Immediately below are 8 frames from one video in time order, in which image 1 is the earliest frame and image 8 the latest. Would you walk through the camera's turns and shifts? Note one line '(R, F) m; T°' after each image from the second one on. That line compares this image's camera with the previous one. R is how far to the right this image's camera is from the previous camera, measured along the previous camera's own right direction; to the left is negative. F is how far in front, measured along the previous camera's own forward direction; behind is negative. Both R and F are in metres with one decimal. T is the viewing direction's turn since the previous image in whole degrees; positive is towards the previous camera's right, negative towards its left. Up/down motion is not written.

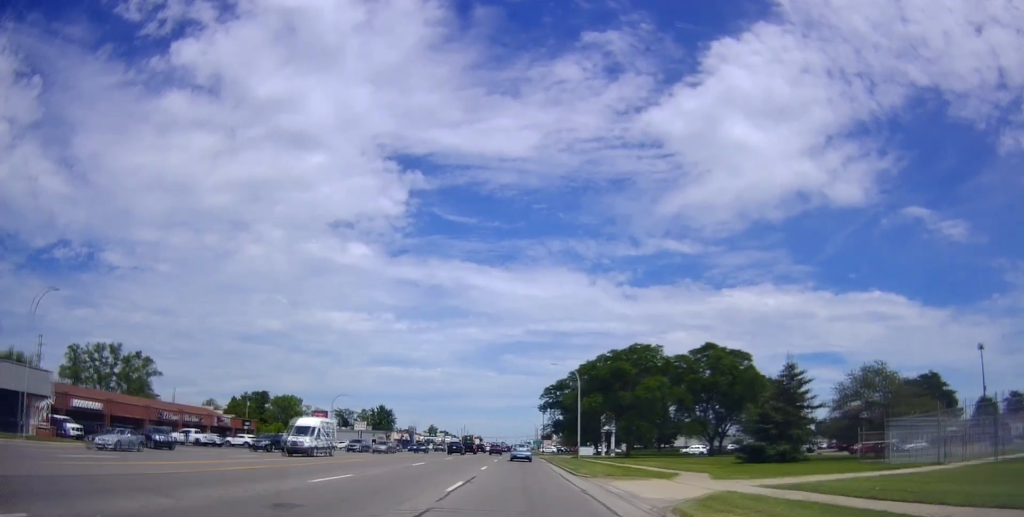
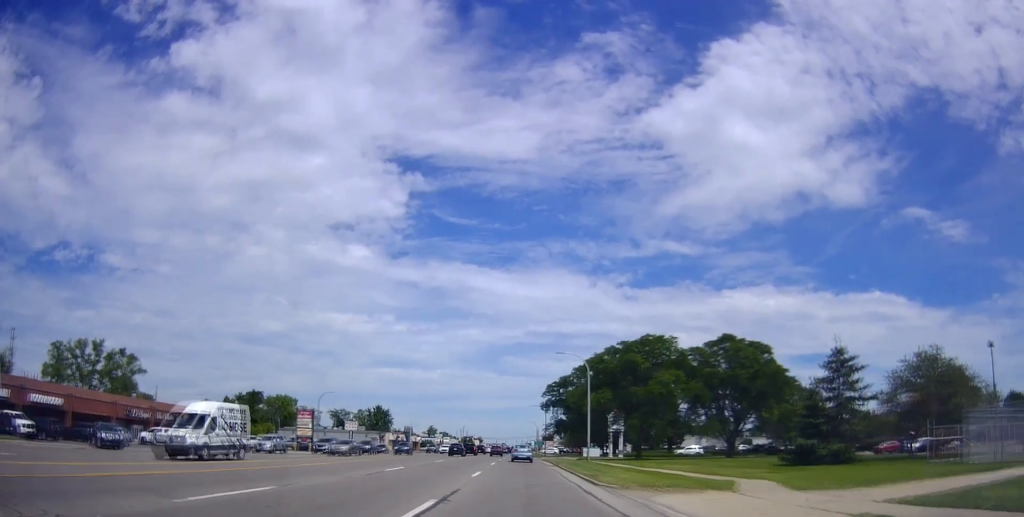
(0.0, +6.9) m; +1°
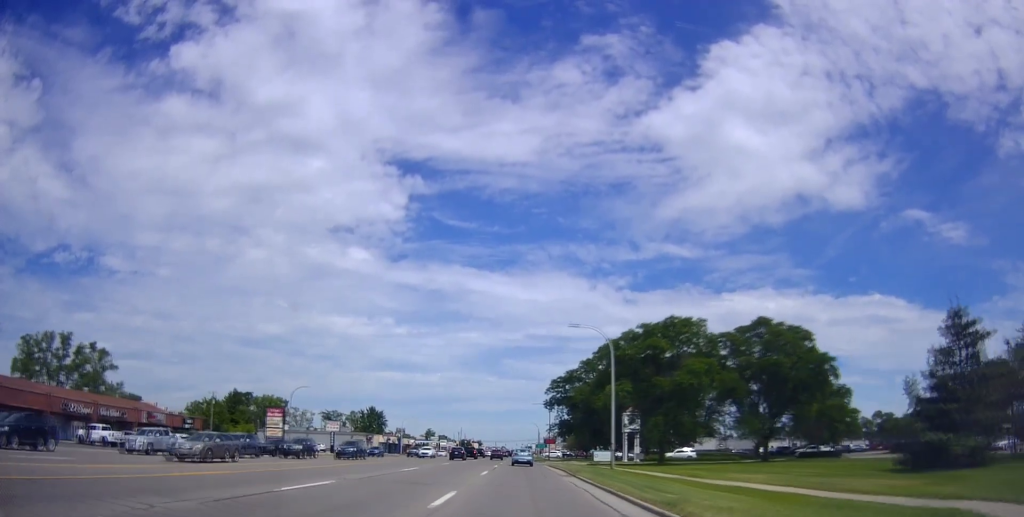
(+0.2, +11.6) m; +1°
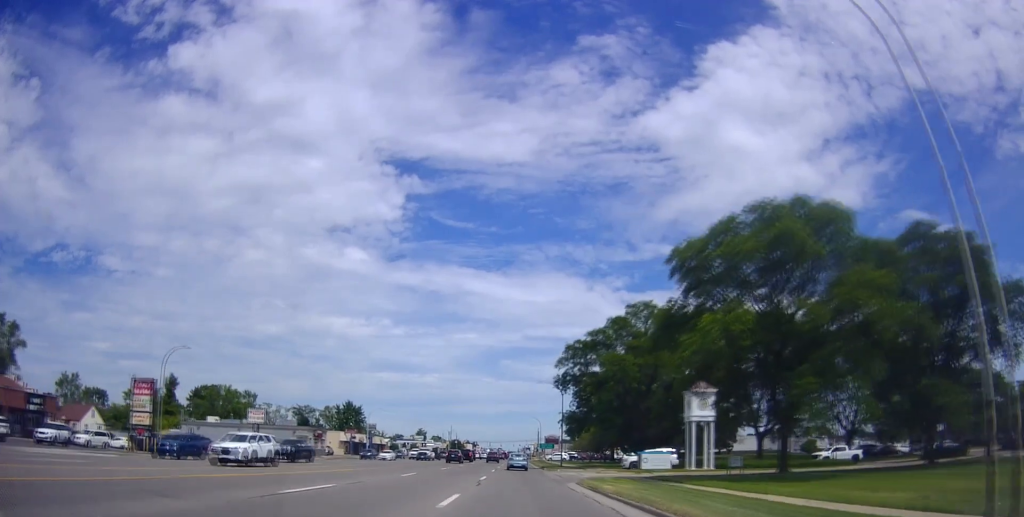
(+0.6, +30.2) m; +1°
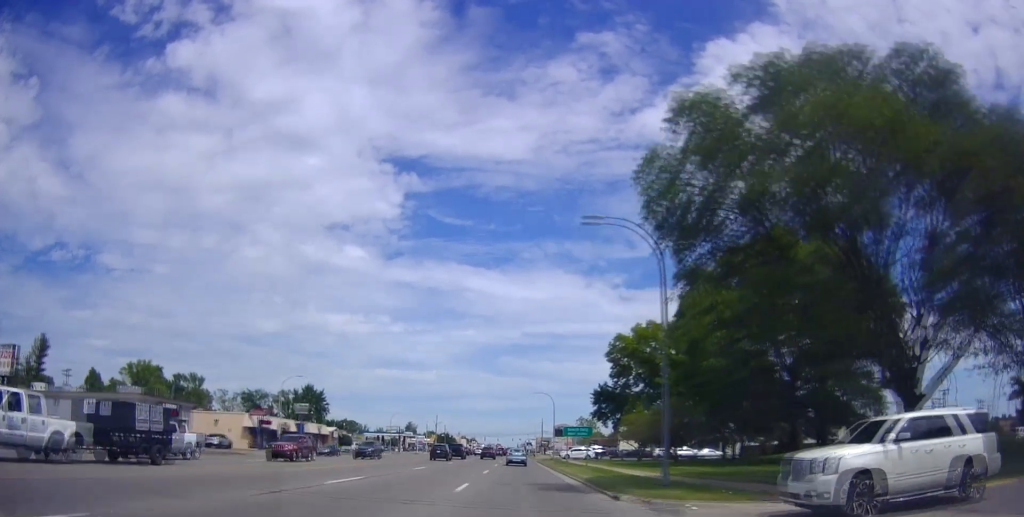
(-0.7, +41.9) m; -2°
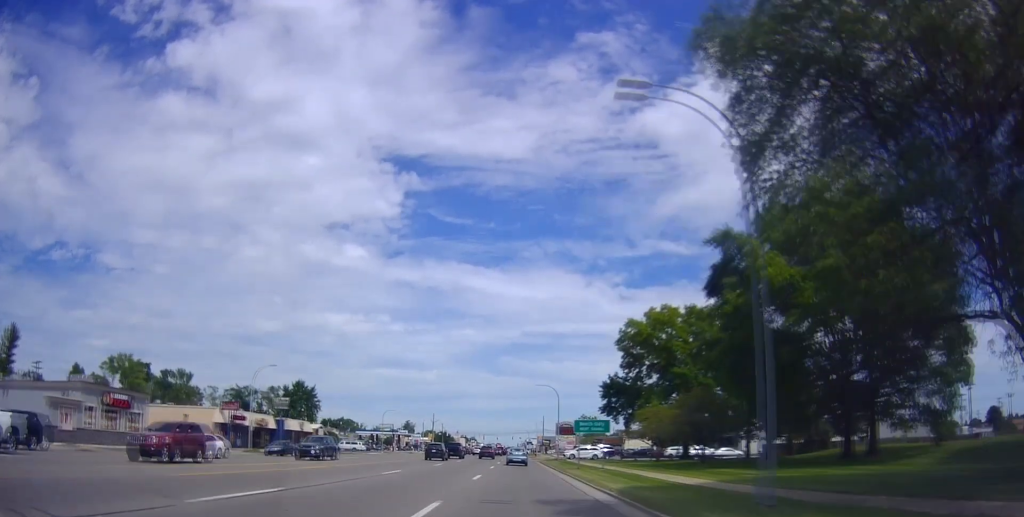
(-0.3, +7.5) m; -1°
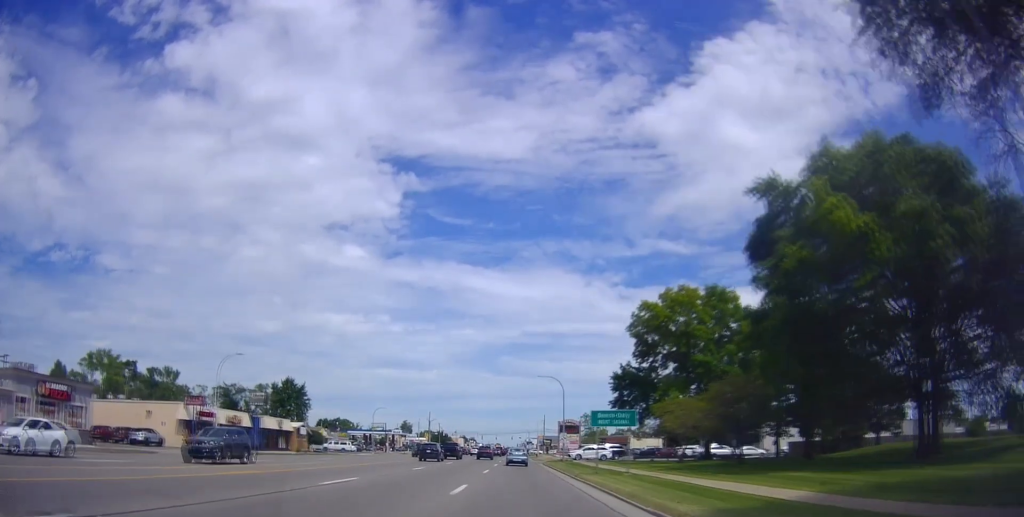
(-0.1, +7.6) m; -1°
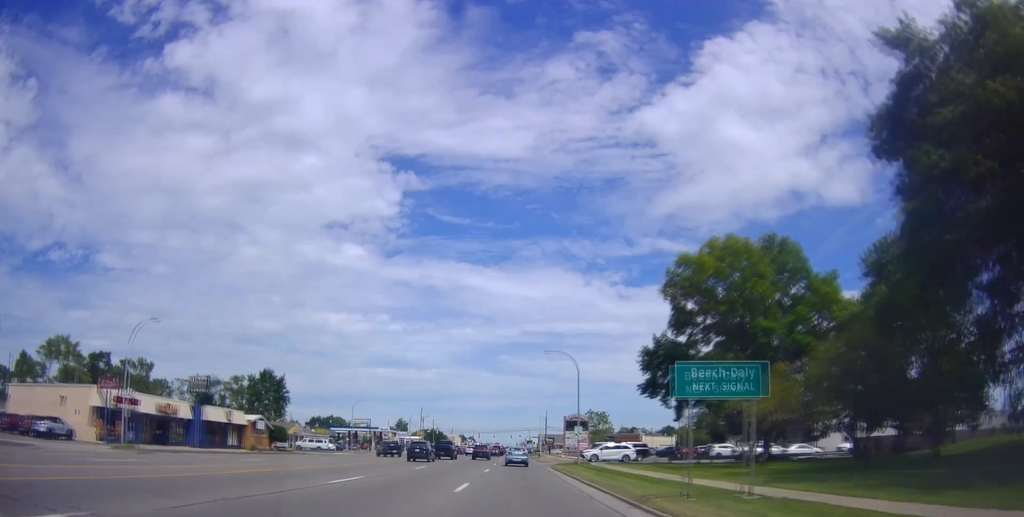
(0.0, +14.3) m; 0°
